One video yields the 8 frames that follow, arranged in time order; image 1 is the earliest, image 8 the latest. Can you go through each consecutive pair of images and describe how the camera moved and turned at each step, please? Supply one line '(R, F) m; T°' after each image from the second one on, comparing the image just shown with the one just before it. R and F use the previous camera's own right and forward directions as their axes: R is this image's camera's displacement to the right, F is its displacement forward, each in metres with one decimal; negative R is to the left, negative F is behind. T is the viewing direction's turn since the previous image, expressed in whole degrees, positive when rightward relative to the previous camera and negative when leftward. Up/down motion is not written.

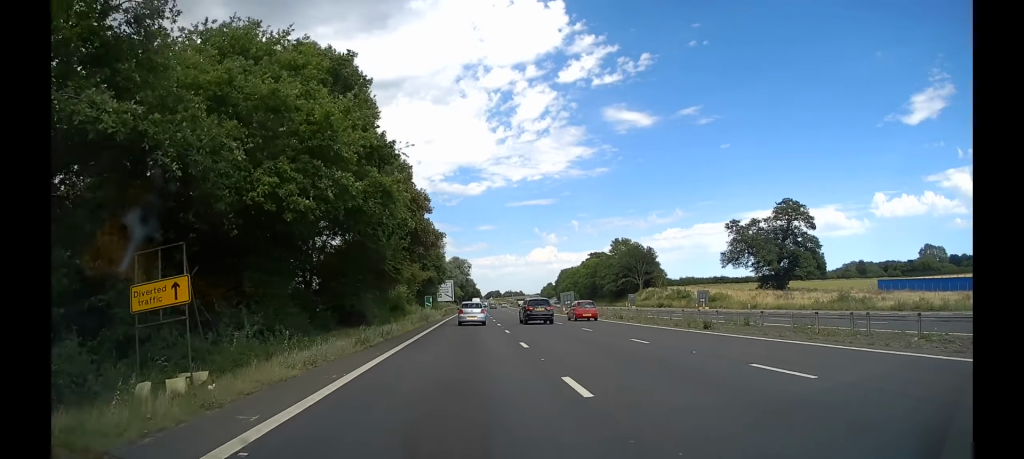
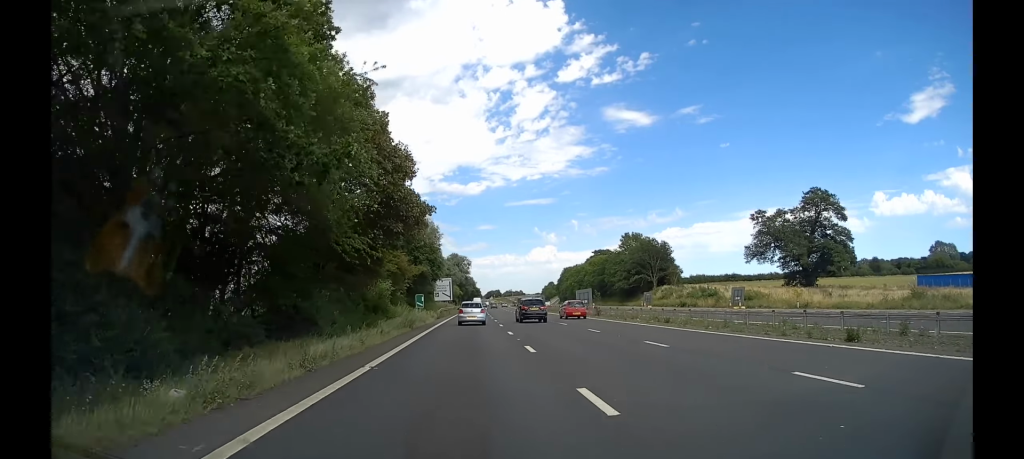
(0.0, +10.5) m; 0°
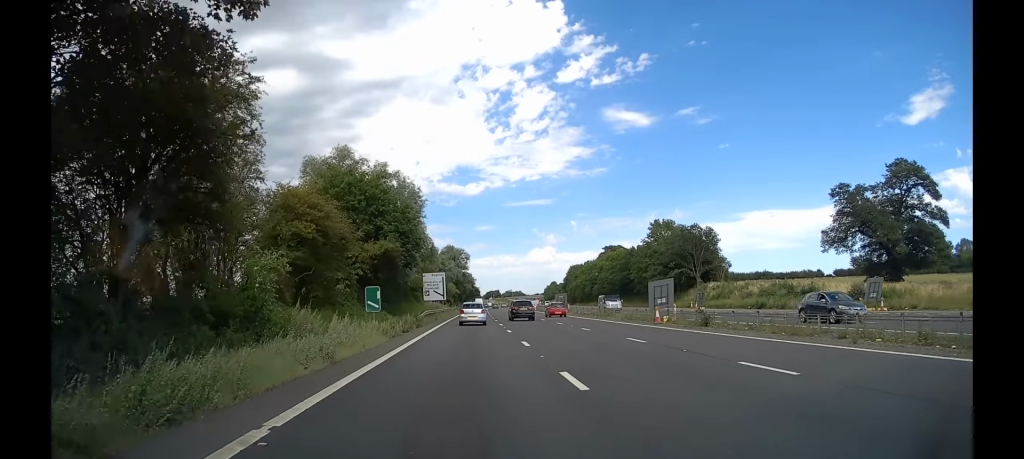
(0.0, +25.0) m; 0°
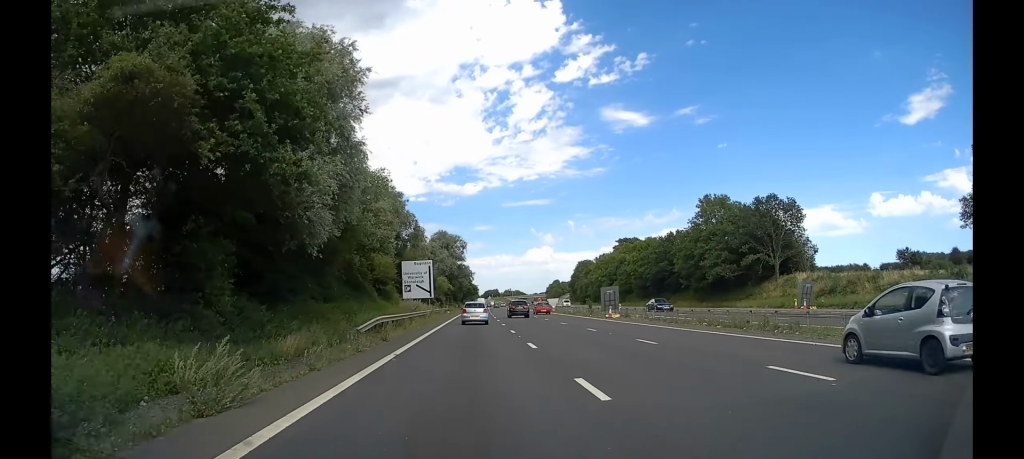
(+0.1, +28.2) m; +1°
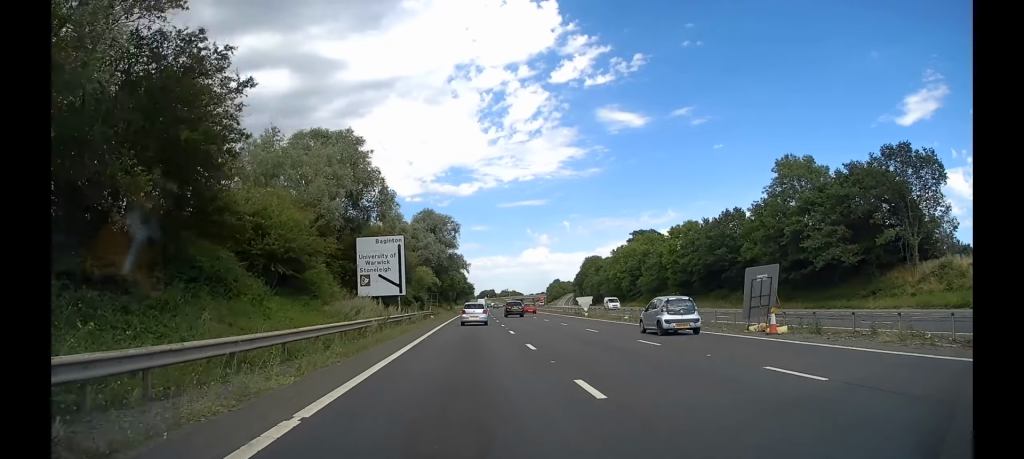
(+0.2, +27.1) m; 0°
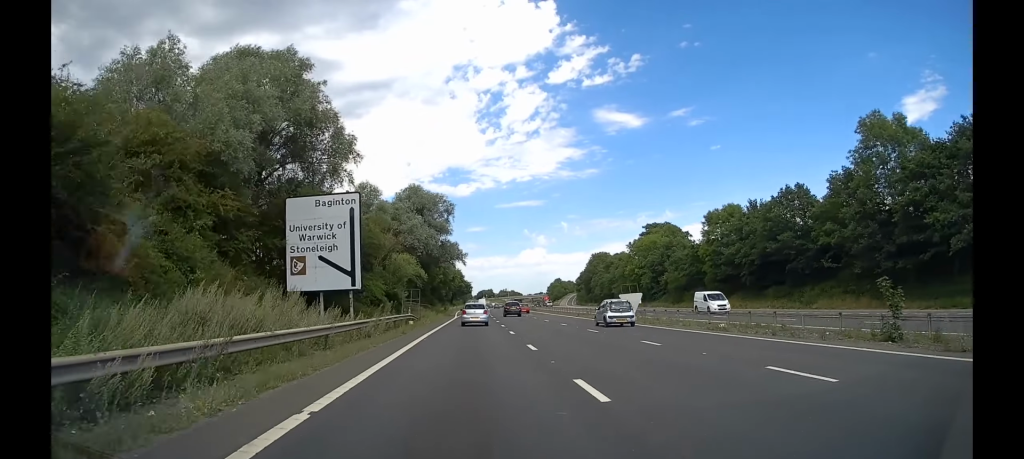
(0.0, +18.3) m; 0°
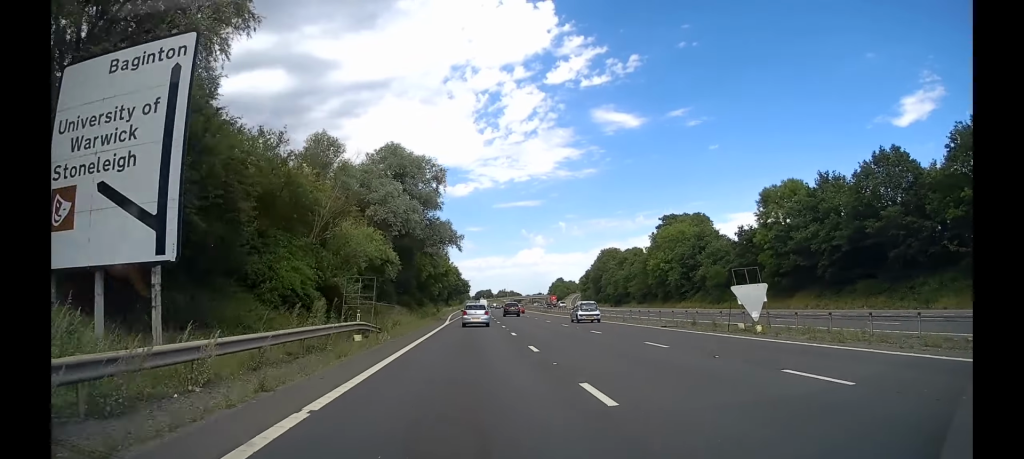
(0.0, +18.7) m; 0°
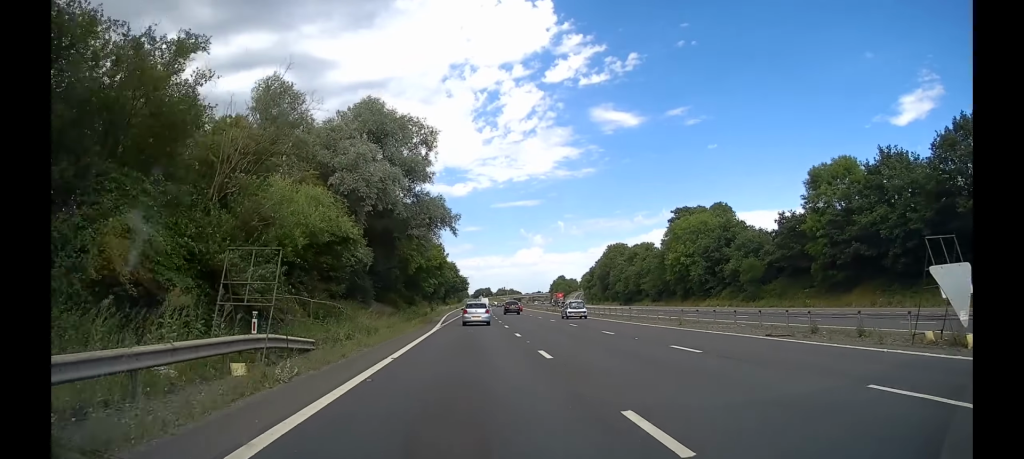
(0.0, +11.6) m; 0°
